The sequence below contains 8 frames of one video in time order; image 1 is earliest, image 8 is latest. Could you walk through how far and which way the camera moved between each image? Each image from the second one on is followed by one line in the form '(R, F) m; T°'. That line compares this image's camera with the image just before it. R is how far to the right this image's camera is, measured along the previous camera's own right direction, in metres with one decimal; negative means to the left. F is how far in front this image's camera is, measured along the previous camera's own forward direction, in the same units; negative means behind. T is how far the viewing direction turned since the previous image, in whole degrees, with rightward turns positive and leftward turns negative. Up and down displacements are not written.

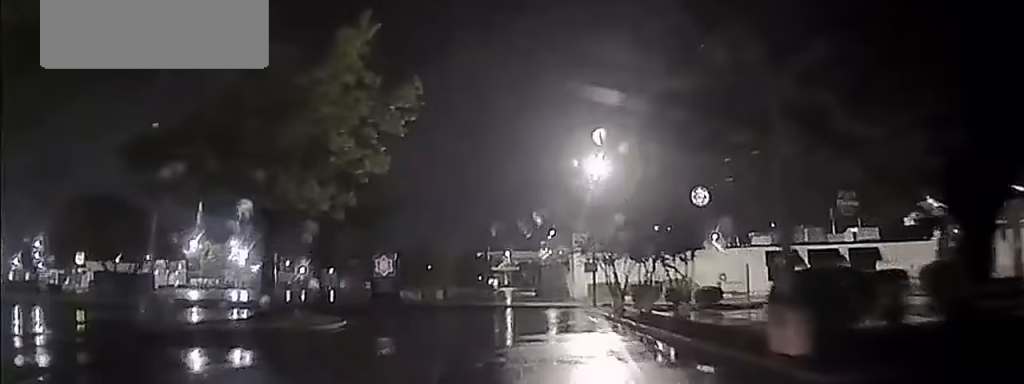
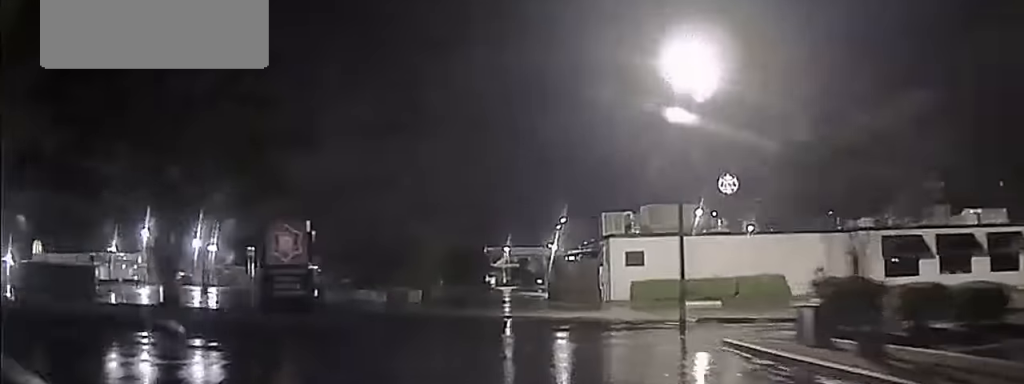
(-0.5, +24.0) m; -2°
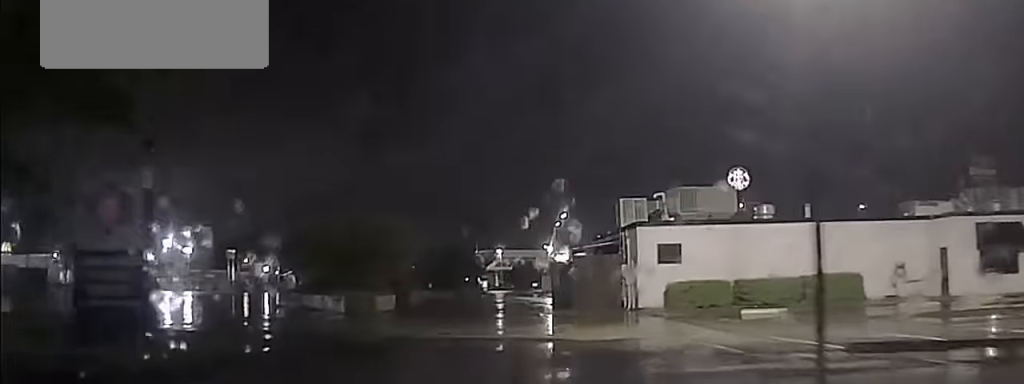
(-0.1, +12.0) m; 0°
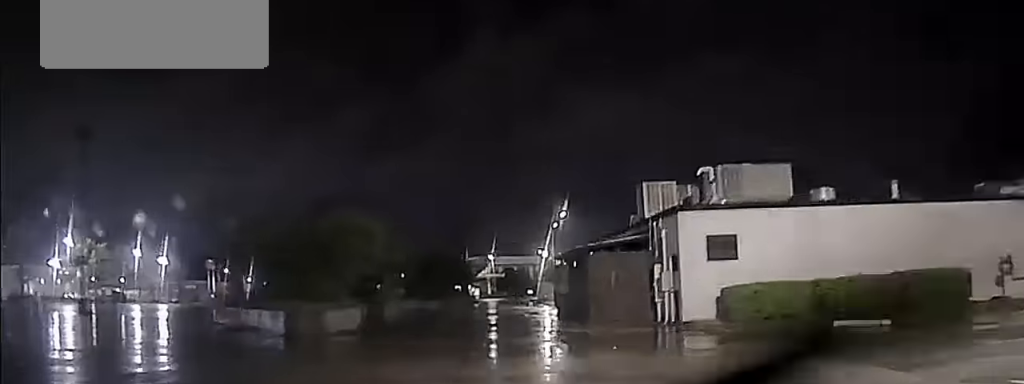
(0.0, +8.7) m; +1°
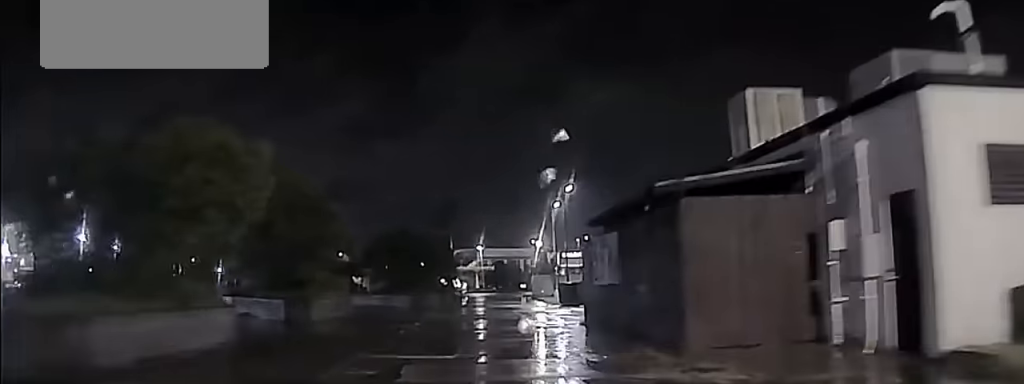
(+0.4, +14.8) m; +2°
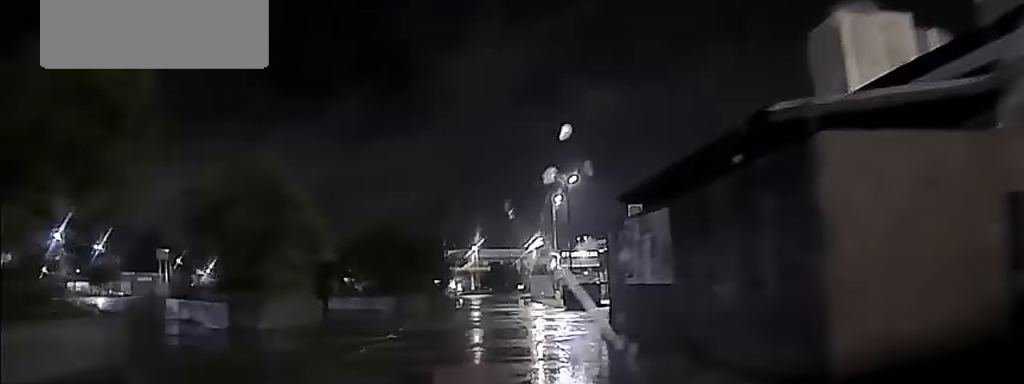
(0.0, +5.8) m; 0°
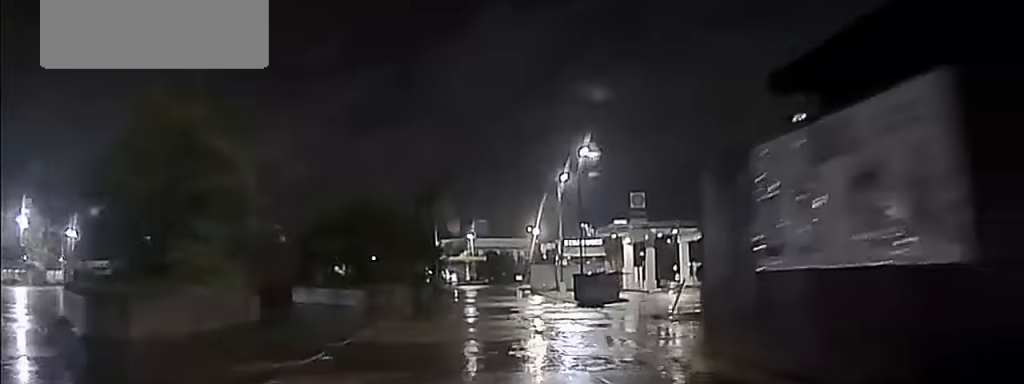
(0.0, +8.0) m; 0°
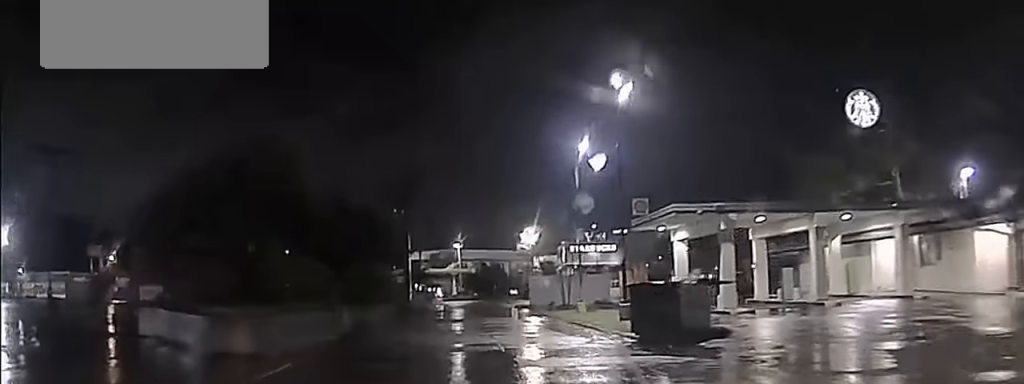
(0.0, +18.9) m; 0°
